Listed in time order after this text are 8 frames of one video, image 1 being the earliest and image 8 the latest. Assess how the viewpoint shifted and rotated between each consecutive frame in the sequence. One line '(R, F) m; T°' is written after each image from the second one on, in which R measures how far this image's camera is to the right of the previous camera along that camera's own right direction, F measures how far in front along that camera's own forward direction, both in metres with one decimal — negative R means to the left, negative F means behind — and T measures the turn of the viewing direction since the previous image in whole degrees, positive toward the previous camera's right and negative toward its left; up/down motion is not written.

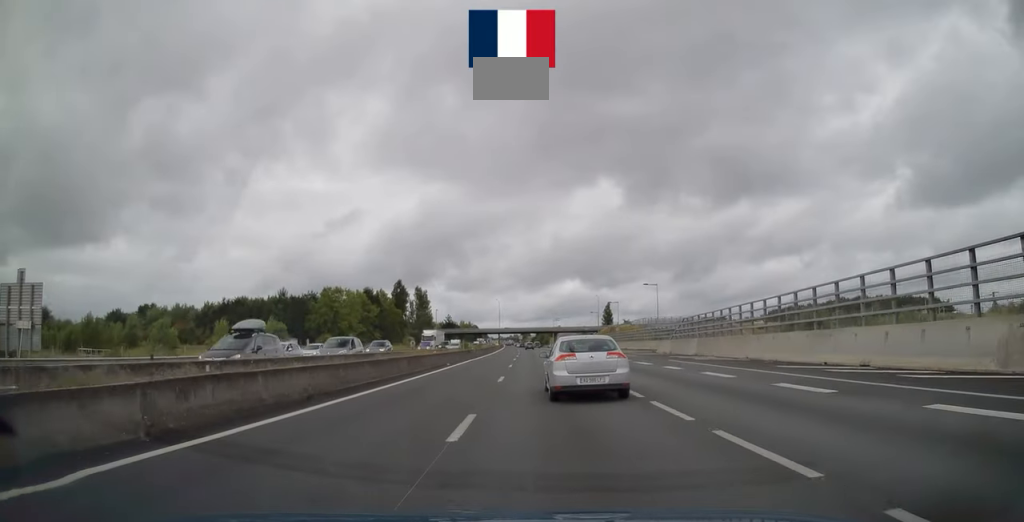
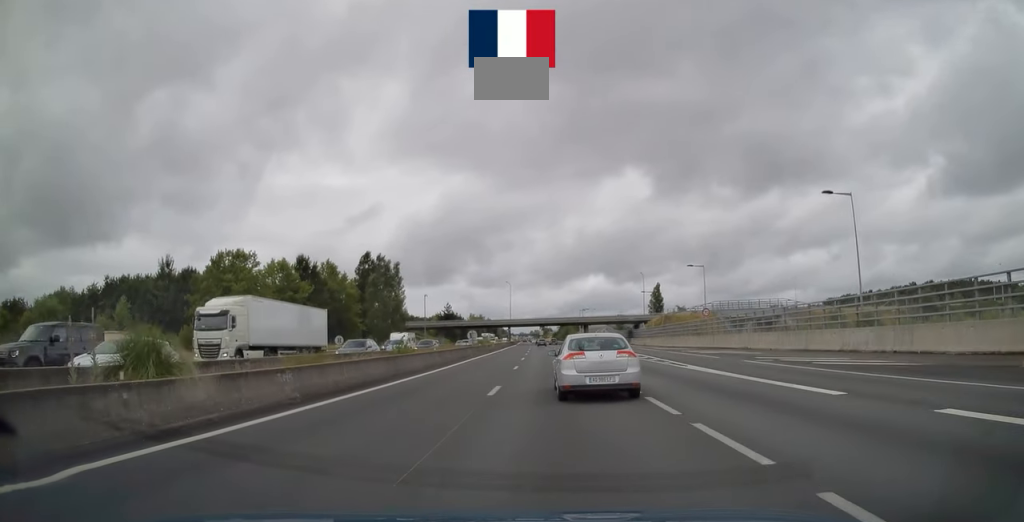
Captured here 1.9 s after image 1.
(-0.9, +58.3) m; -2°
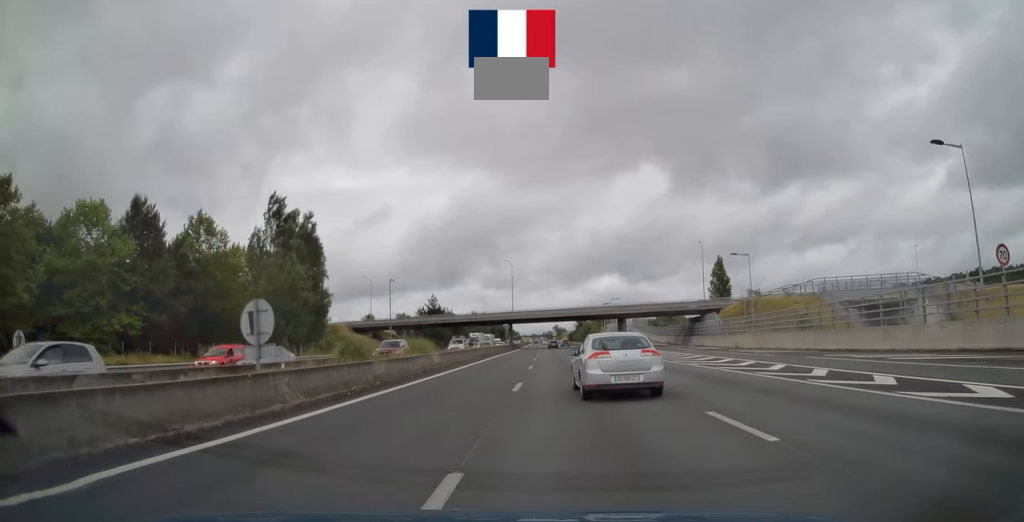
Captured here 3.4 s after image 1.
(-0.9, +50.8) m; -2°
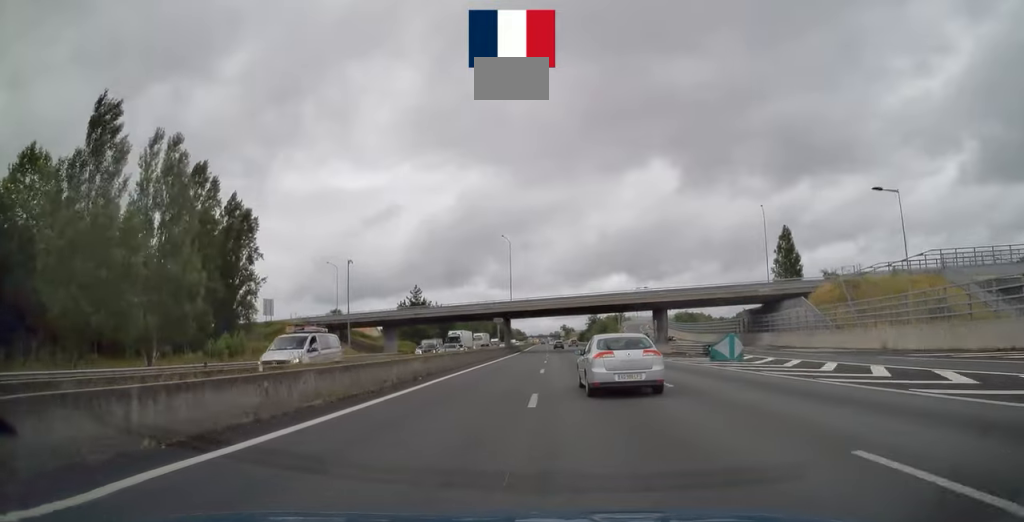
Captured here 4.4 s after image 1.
(-0.2, +30.2) m; -1°
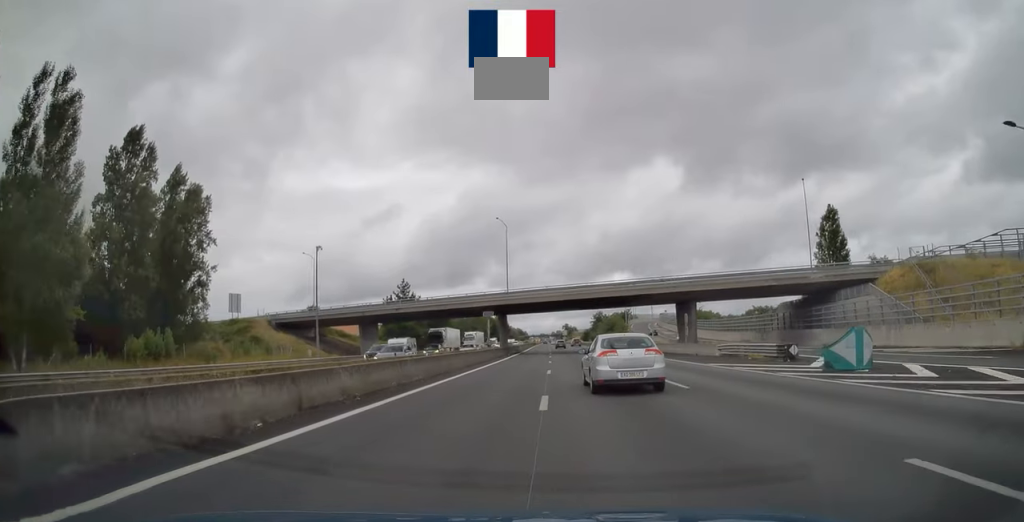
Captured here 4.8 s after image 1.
(0.0, +13.8) m; 0°
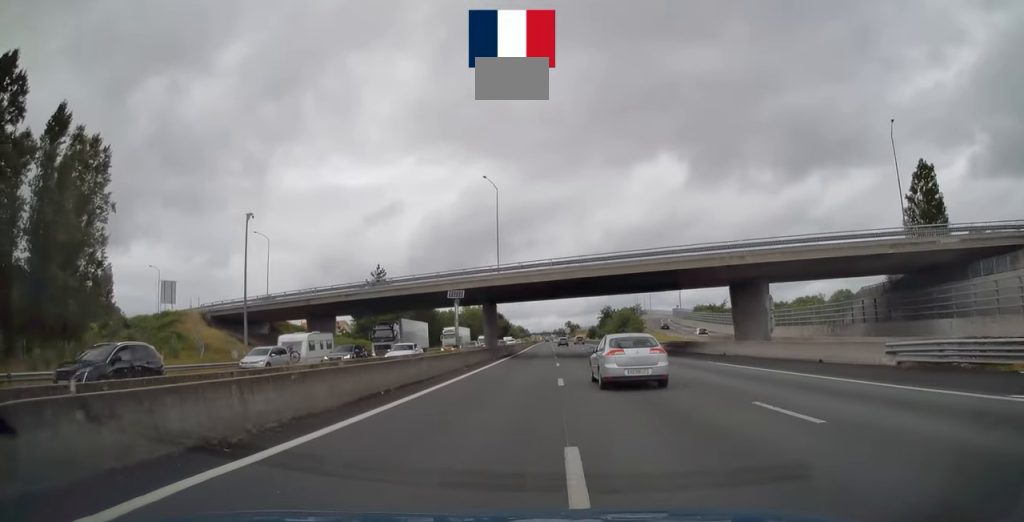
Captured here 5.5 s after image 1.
(-0.1, +20.2) m; 0°
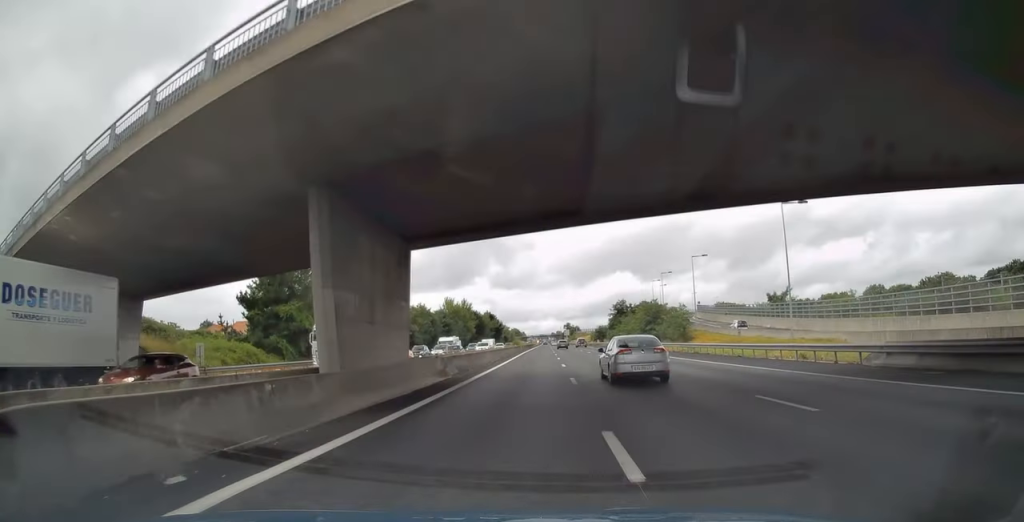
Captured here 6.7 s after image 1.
(-0.2, +38.2) m; 0°
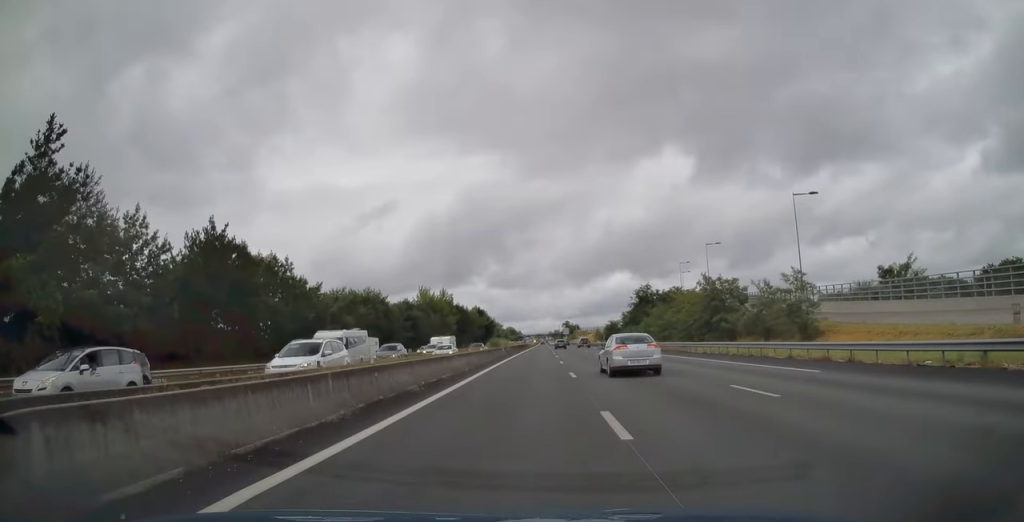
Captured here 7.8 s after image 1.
(+0.1, +37.1) m; 0°
